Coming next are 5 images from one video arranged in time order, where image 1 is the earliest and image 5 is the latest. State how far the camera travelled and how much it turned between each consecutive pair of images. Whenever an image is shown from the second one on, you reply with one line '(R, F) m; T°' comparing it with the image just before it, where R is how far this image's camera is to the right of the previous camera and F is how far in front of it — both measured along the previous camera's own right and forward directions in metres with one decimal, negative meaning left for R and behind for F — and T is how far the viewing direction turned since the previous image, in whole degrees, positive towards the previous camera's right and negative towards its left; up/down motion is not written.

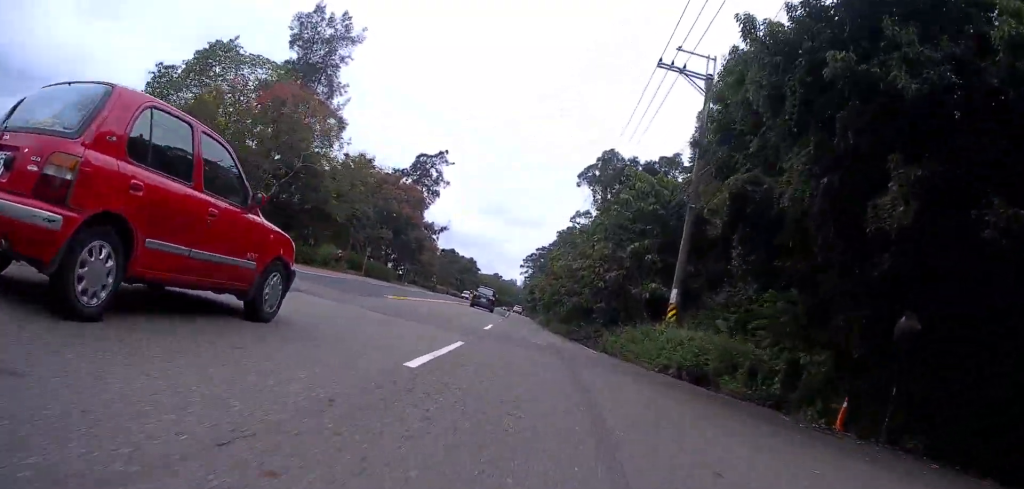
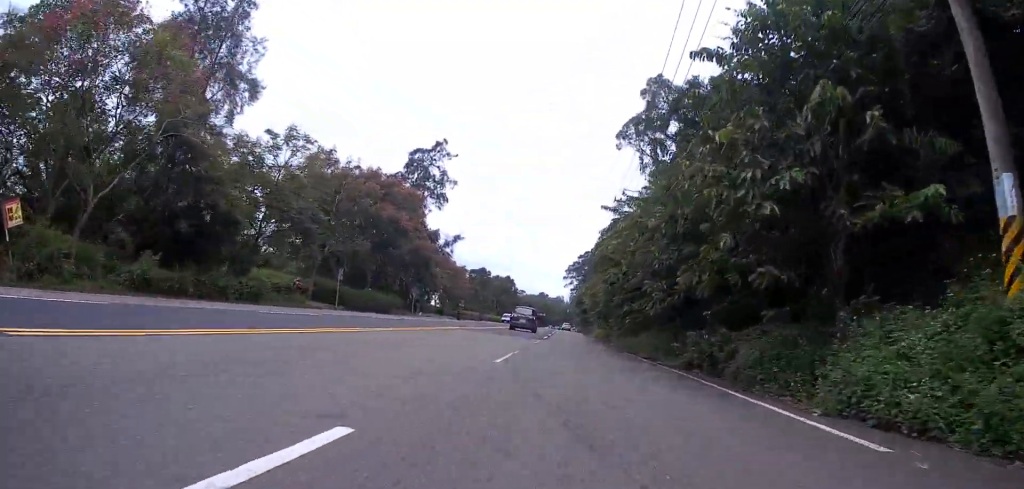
(-0.1, +16.1) m; -1°
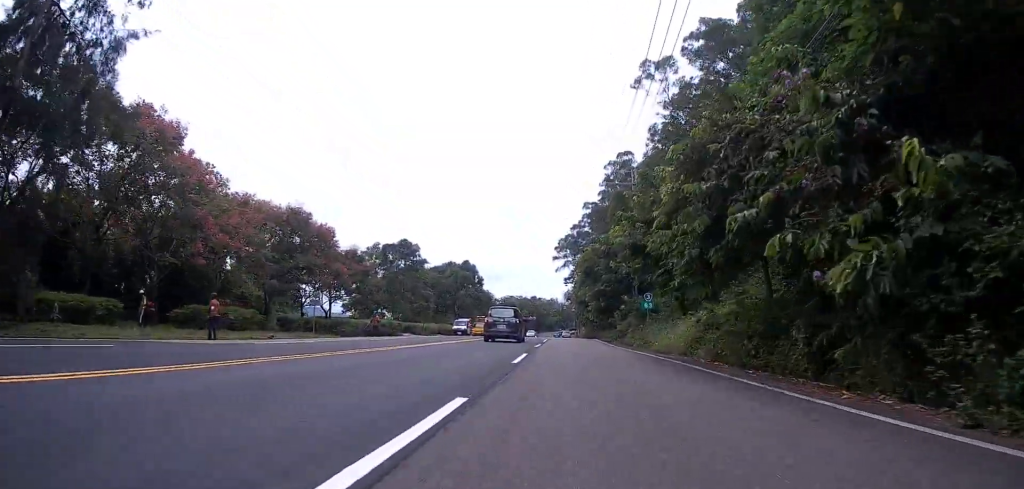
(-1.4, +39.2) m; -2°
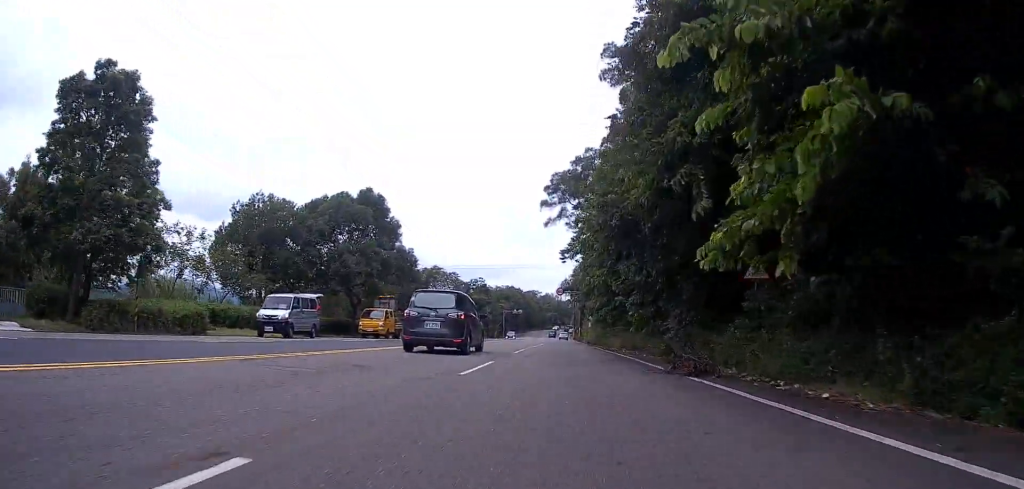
(+1.0, +35.9) m; +2°
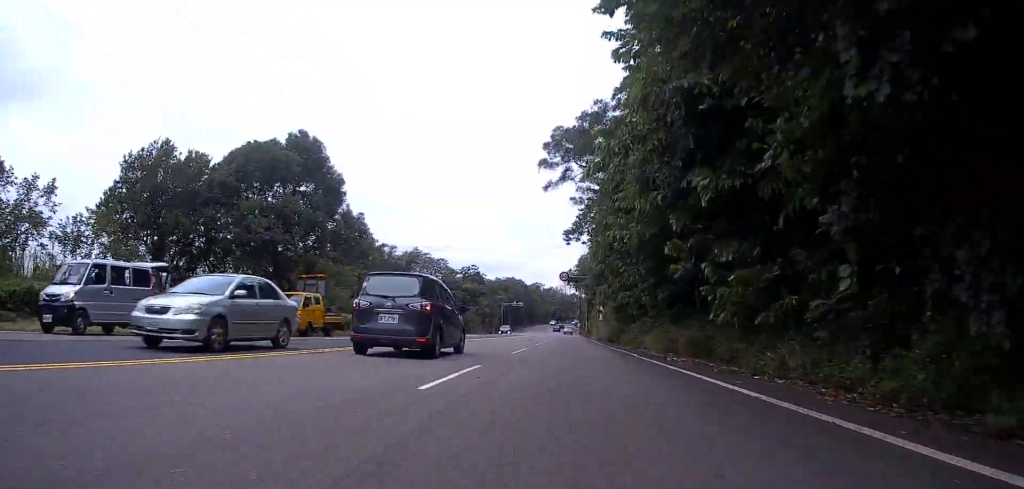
(+0.1, +11.6) m; -1°
